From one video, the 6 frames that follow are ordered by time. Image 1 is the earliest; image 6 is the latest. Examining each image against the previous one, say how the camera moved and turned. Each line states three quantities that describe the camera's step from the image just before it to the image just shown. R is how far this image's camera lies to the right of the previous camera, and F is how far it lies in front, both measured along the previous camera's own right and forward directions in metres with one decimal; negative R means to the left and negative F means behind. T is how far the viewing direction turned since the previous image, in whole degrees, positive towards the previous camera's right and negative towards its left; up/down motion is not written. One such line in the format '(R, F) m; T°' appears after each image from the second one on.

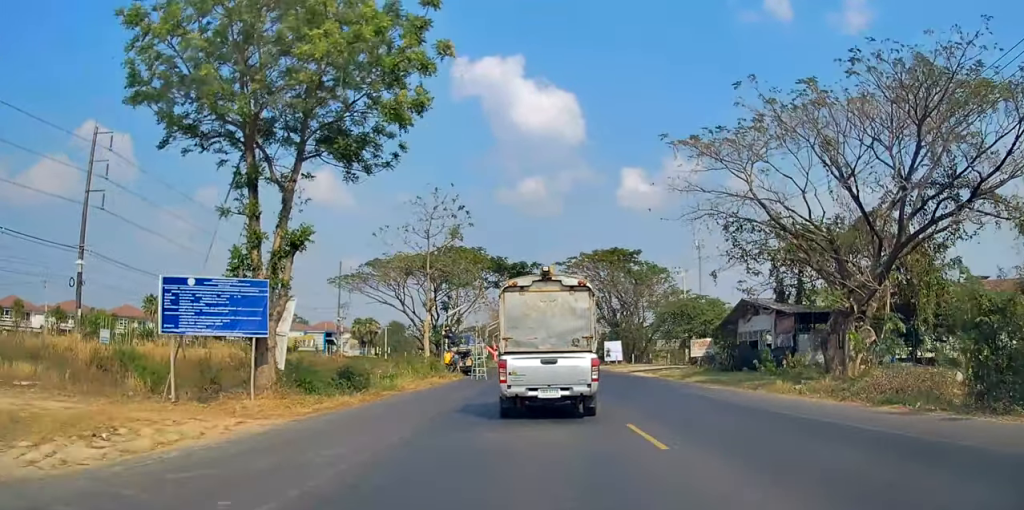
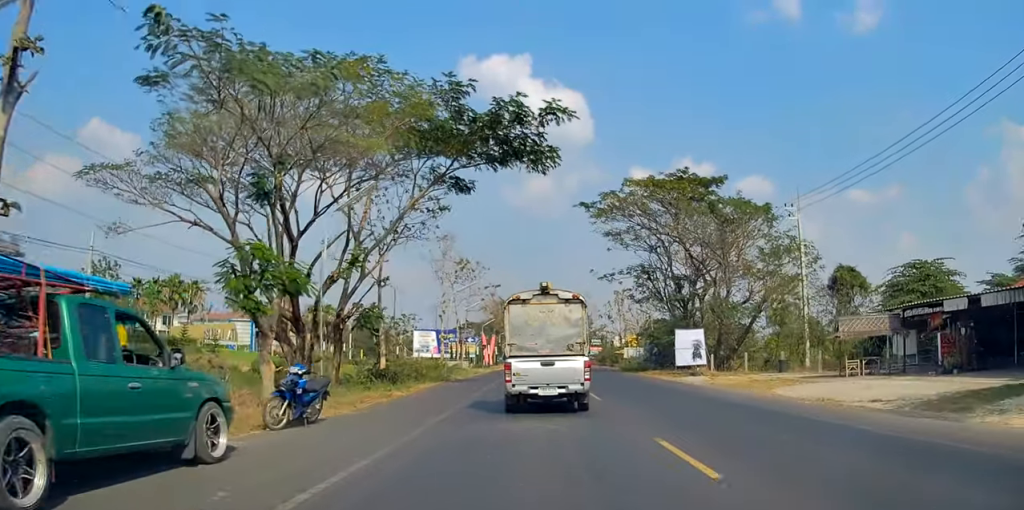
(+0.2, +36.9) m; +2°
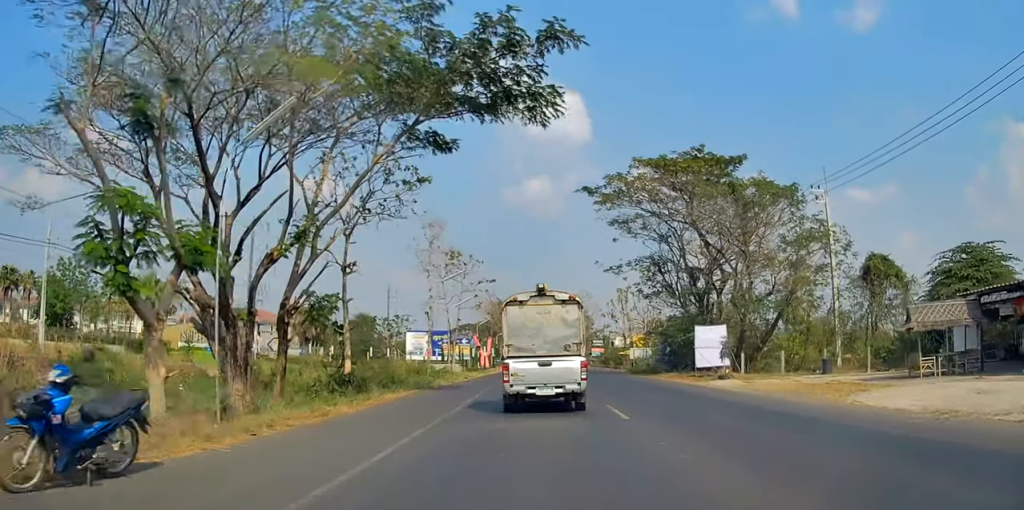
(+0.1, +5.9) m; 0°
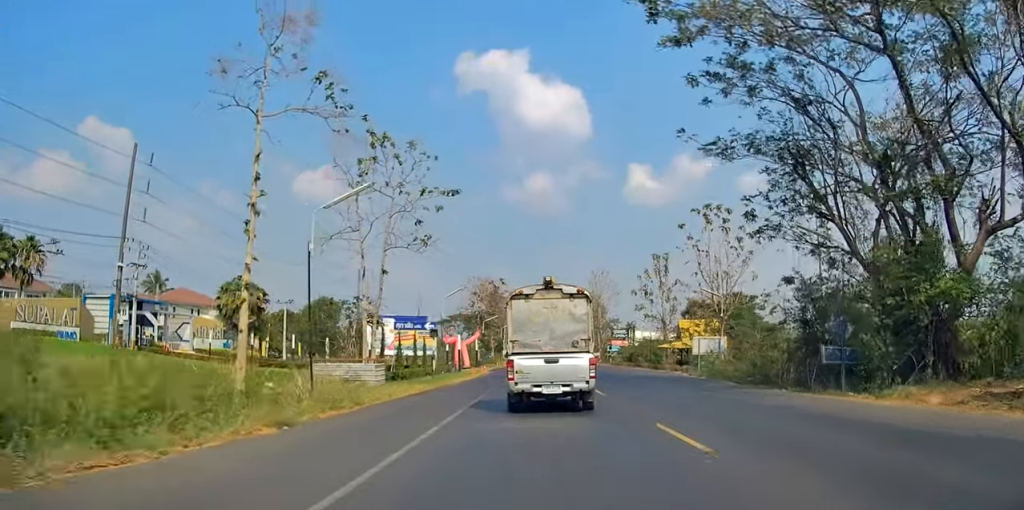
(-0.6, +28.7) m; -1°
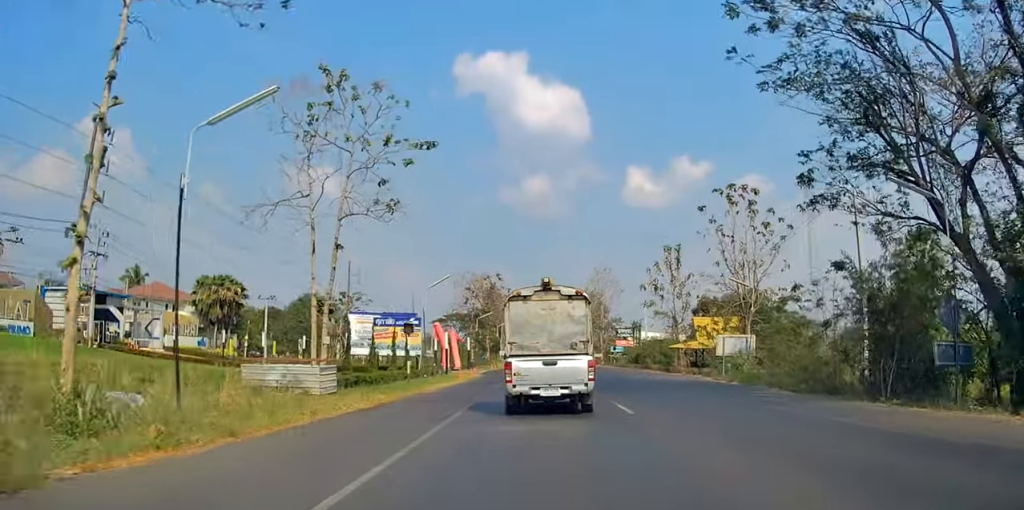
(0.0, +5.6) m; 0°
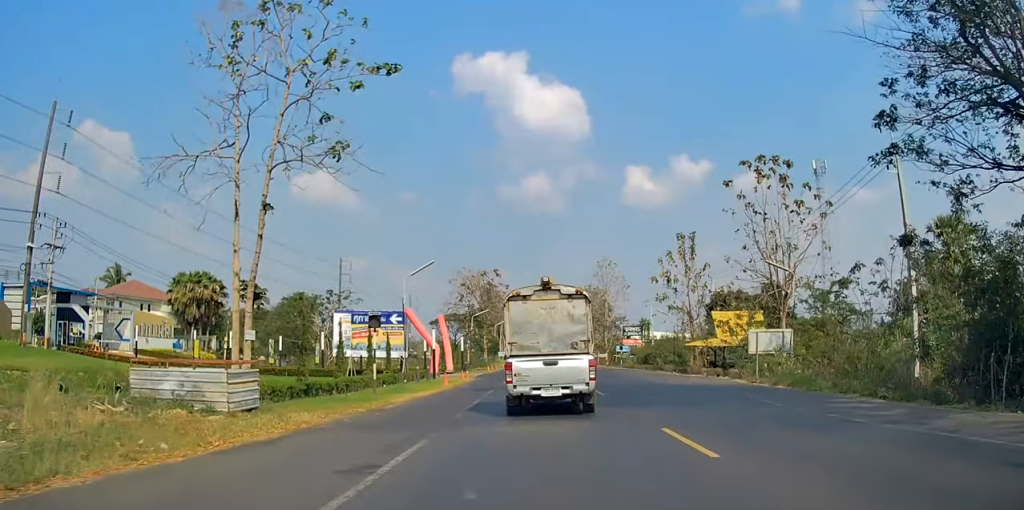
(0.0, +6.1) m; 0°
